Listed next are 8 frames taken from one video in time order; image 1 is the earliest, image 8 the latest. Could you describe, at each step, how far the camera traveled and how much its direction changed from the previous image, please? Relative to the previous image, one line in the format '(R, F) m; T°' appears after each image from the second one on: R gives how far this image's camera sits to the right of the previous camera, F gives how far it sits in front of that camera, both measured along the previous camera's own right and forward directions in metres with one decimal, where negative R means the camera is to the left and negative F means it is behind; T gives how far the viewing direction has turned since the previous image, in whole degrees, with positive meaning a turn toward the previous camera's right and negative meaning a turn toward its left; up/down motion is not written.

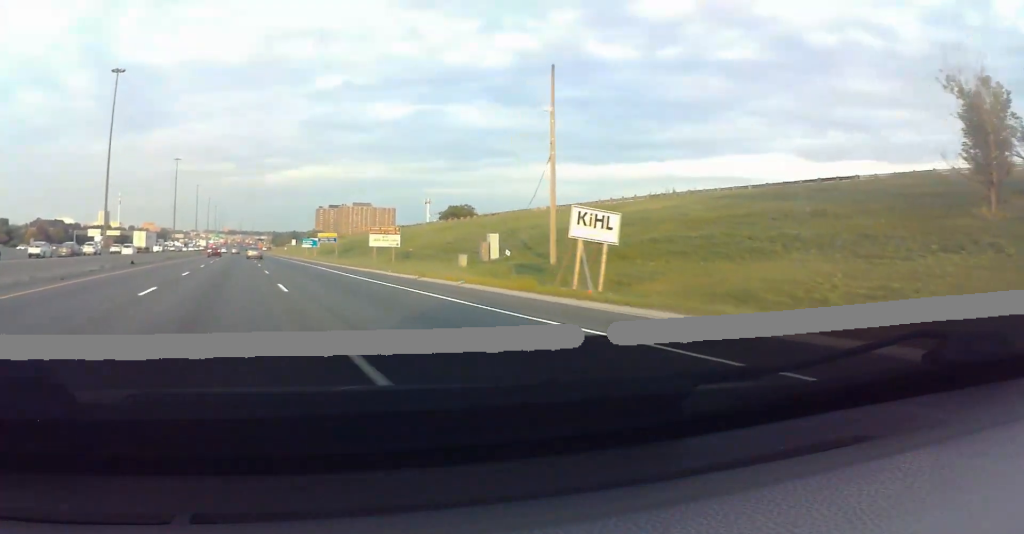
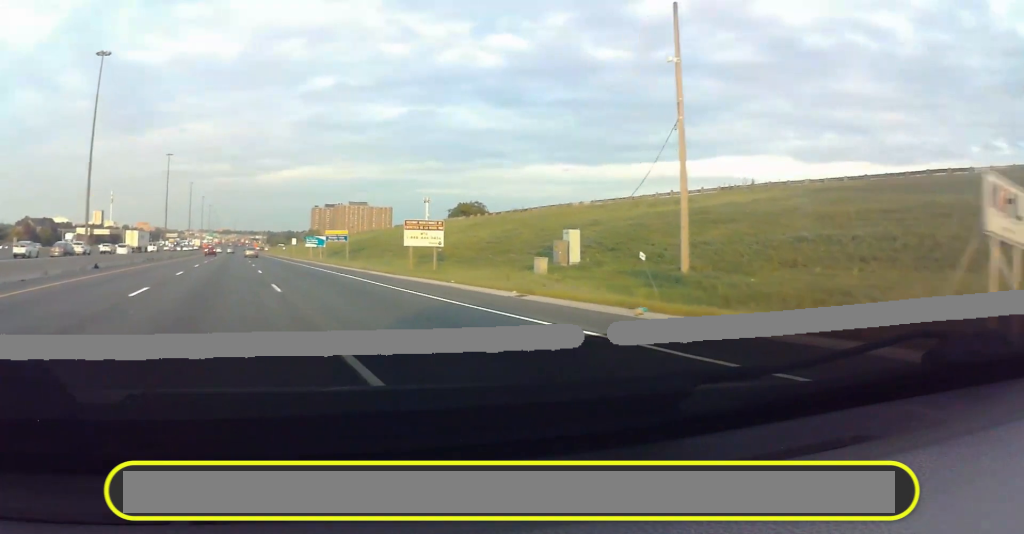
(-0.1, +12.0) m; -1°
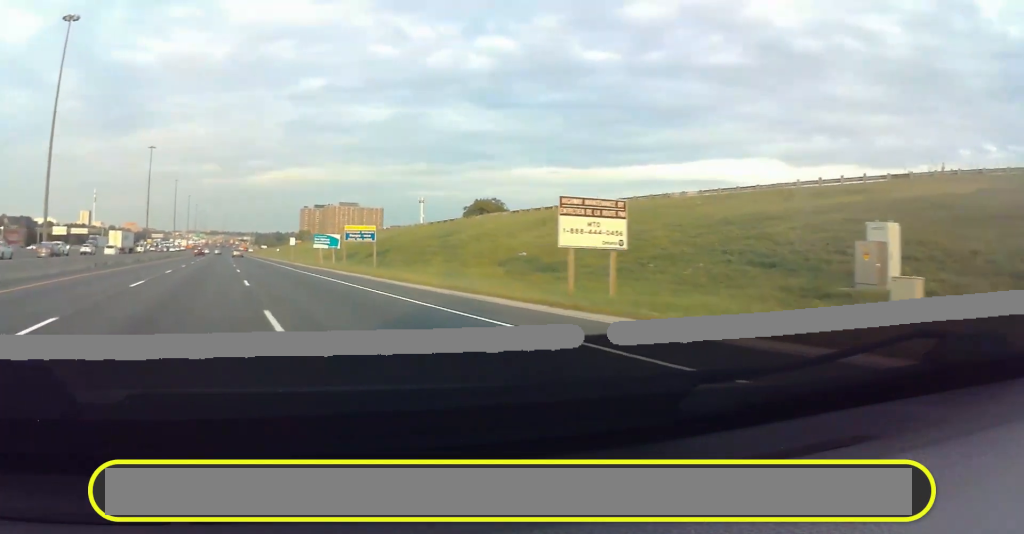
(-0.2, +20.9) m; 0°
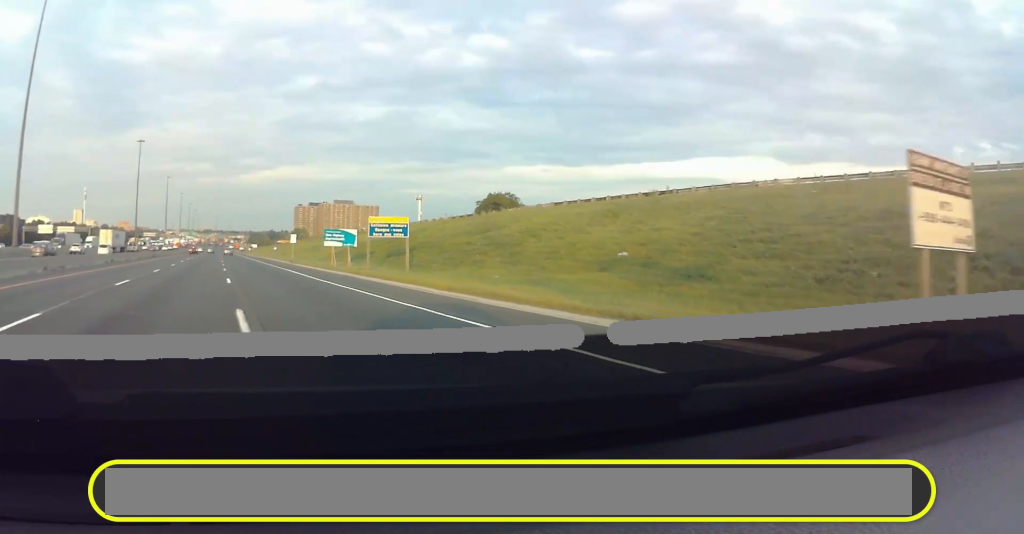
(+0.1, +11.7) m; +1°
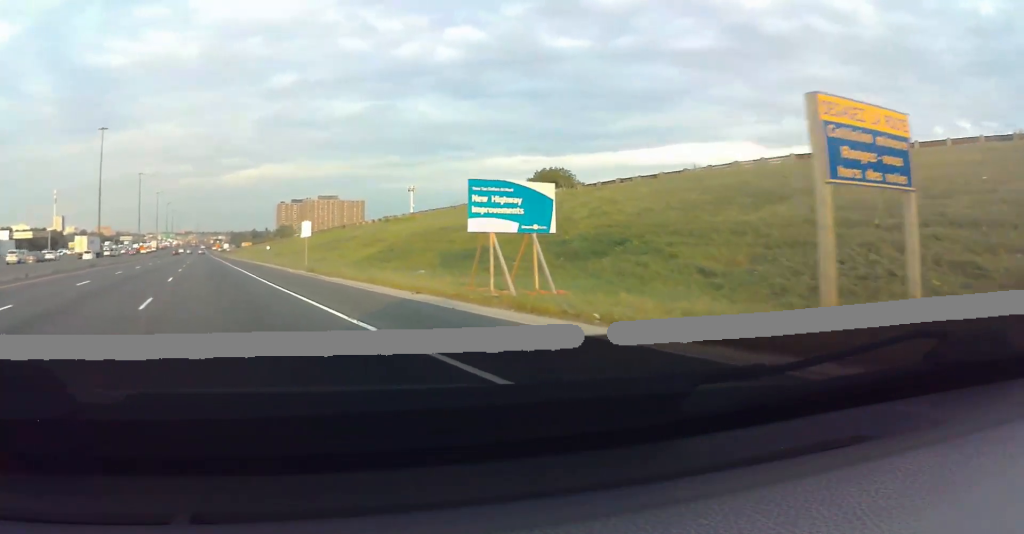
(+0.1, +32.3) m; -1°
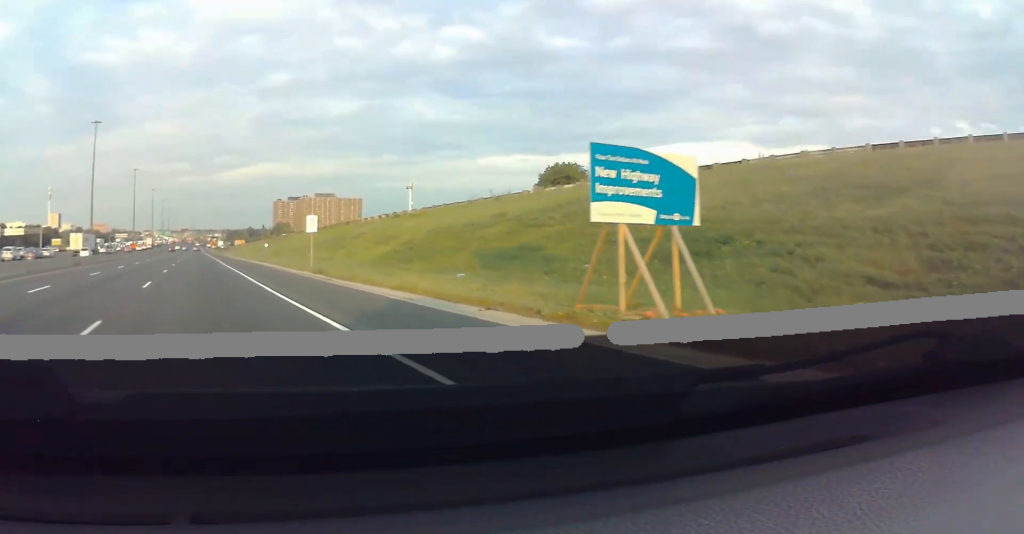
(0.0, +5.9) m; 0°
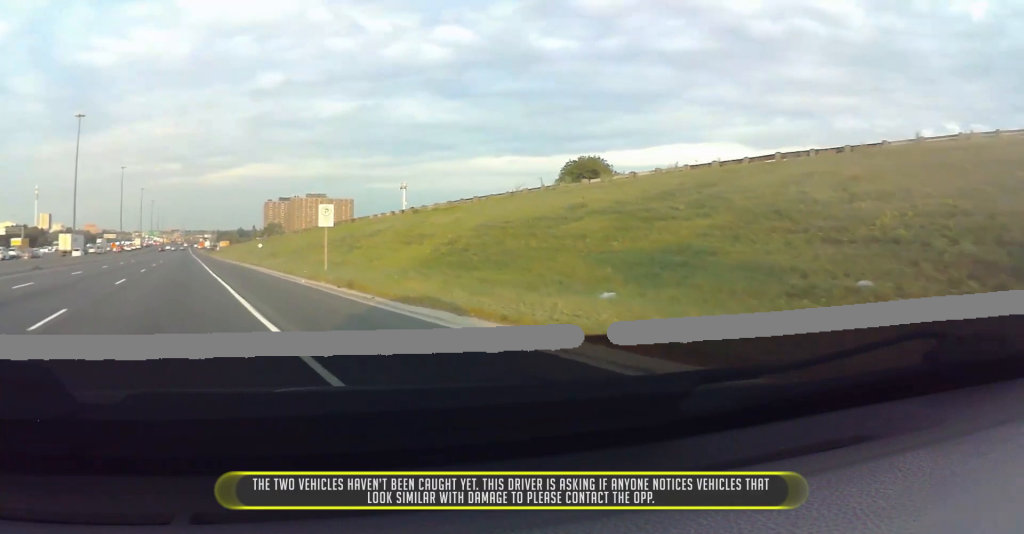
(-0.1, +9.7) m; +1°
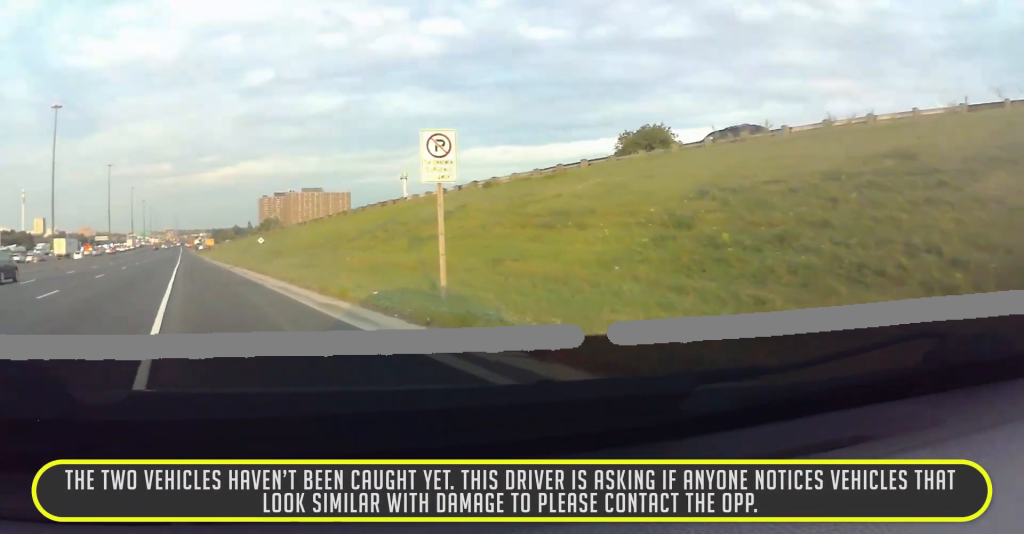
(+0.5, +16.9) m; +2°
